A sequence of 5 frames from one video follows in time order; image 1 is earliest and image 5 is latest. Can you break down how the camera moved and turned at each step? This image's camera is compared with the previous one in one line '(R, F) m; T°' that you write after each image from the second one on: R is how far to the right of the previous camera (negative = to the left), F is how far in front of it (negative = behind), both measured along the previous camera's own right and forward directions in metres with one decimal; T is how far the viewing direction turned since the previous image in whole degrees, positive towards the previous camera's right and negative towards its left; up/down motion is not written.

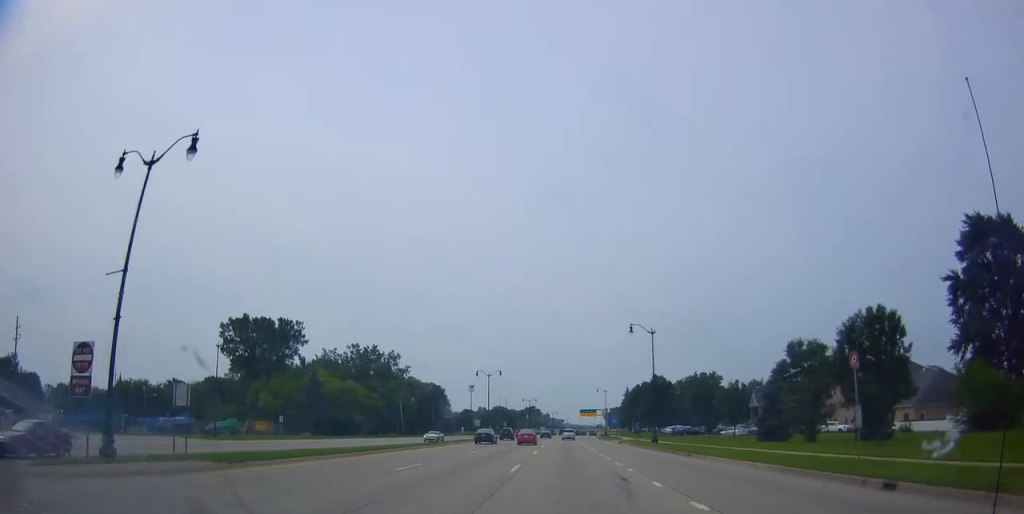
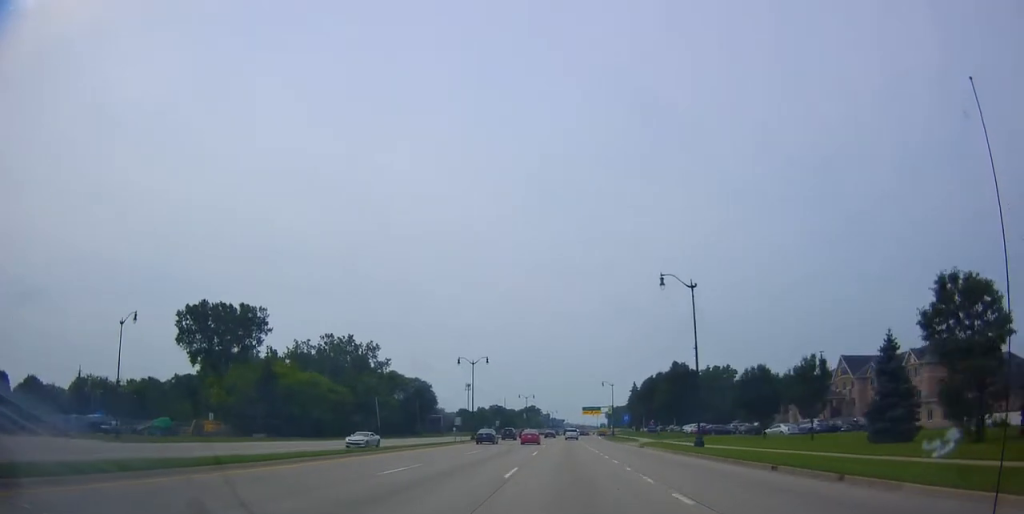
(+0.3, +16.9) m; +1°
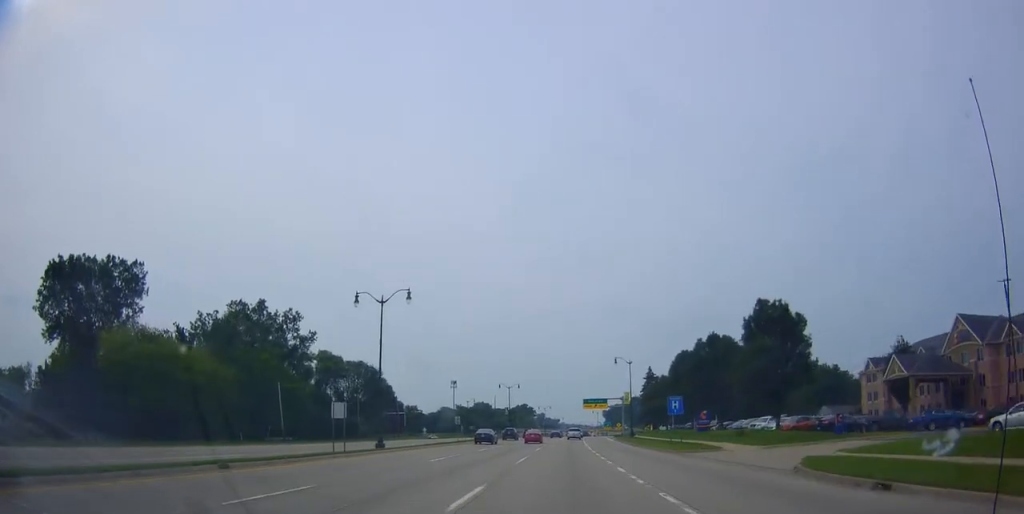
(-0.1, +37.5) m; -1°
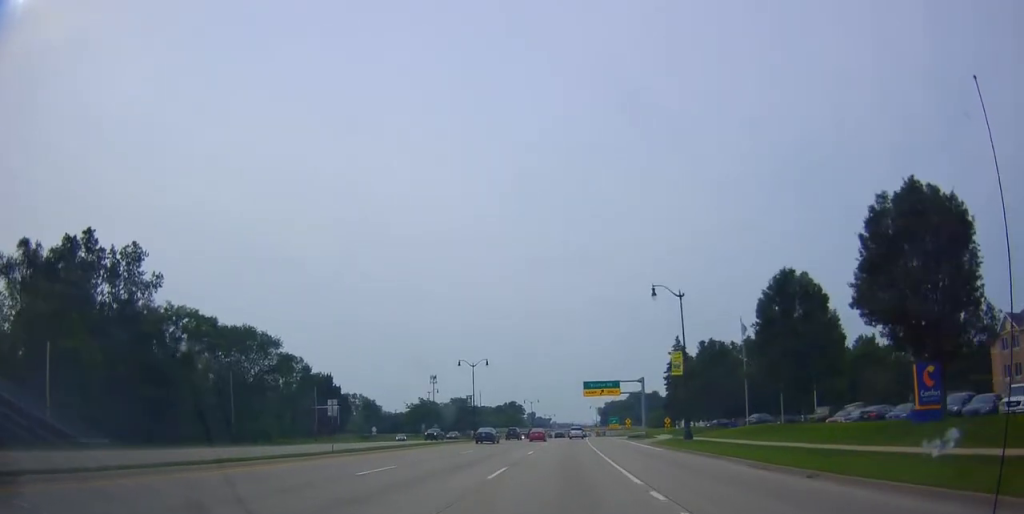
(+0.6, +38.0) m; +3°
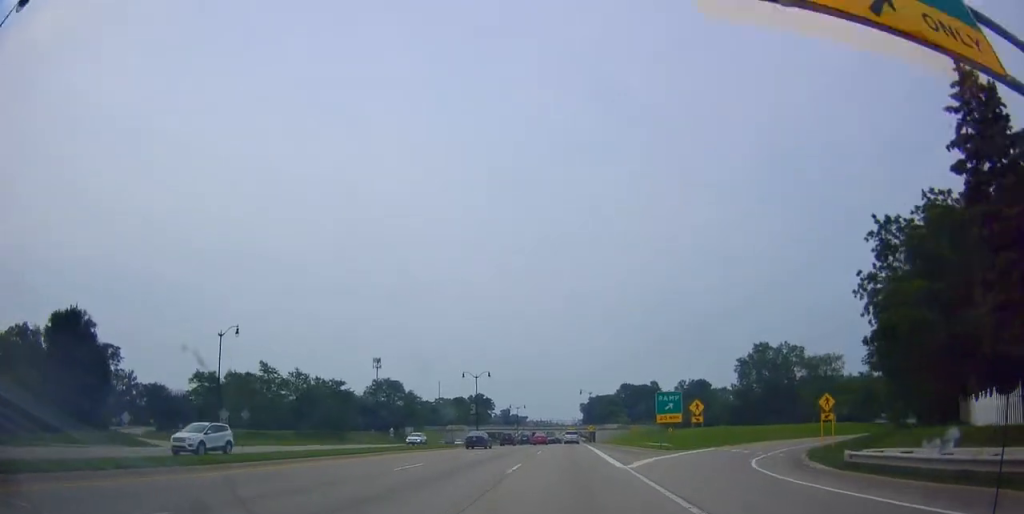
(-0.8, +73.6) m; +1°
